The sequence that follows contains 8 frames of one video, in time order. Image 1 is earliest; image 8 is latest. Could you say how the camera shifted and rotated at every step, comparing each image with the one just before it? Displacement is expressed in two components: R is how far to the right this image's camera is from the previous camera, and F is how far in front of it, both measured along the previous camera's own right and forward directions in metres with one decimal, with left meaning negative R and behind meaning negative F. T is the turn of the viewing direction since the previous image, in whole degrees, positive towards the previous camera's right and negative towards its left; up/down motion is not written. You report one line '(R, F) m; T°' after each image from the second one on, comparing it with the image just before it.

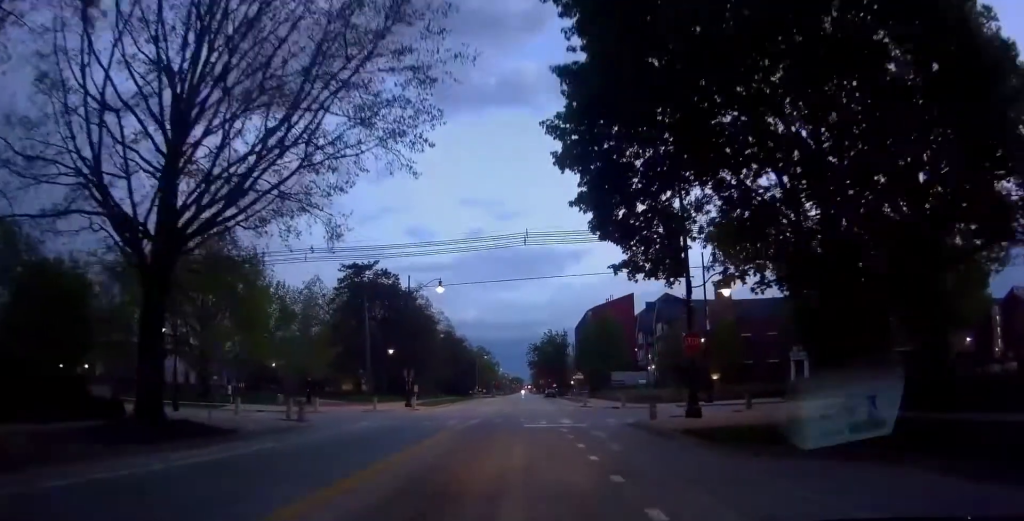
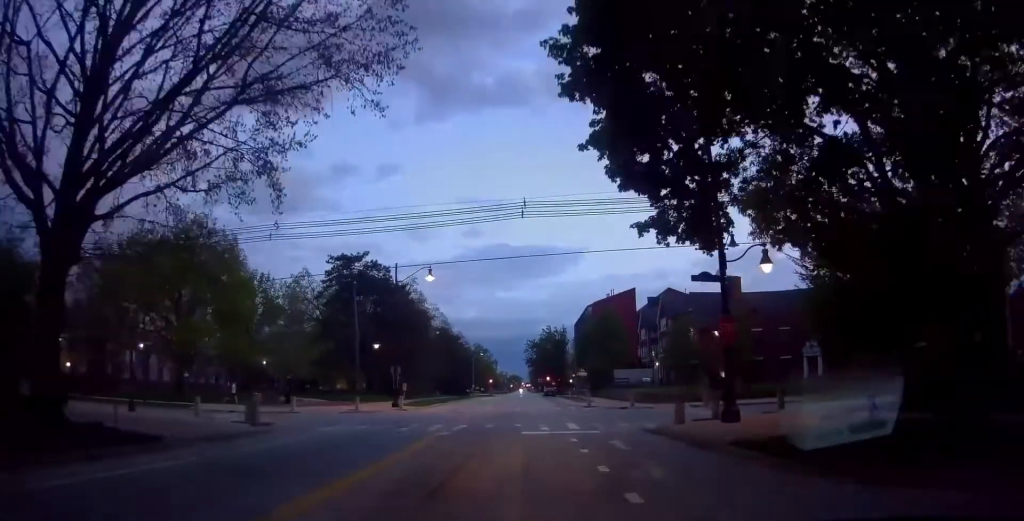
(+0.3, +4.2) m; +3°
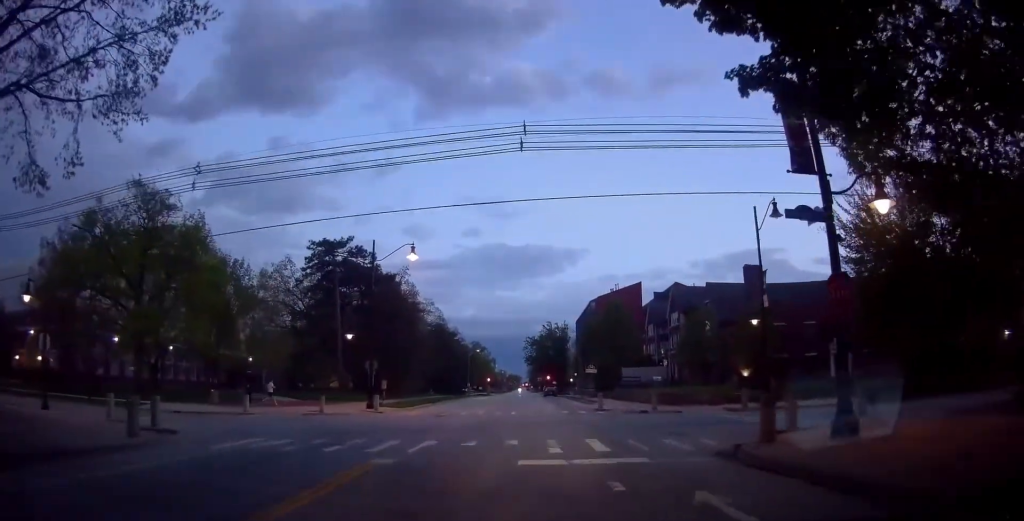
(+0.2, +8.6) m; +2°
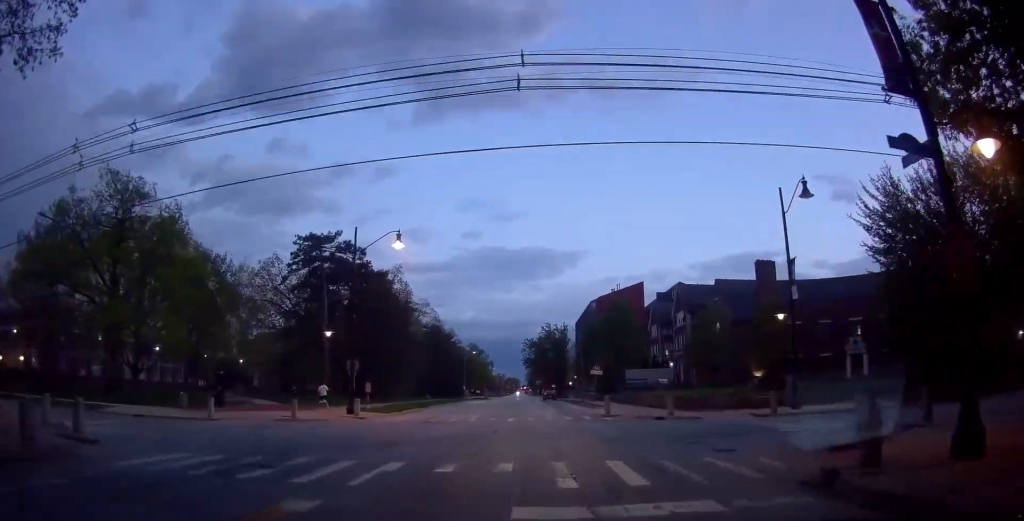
(0.0, +5.9) m; 0°
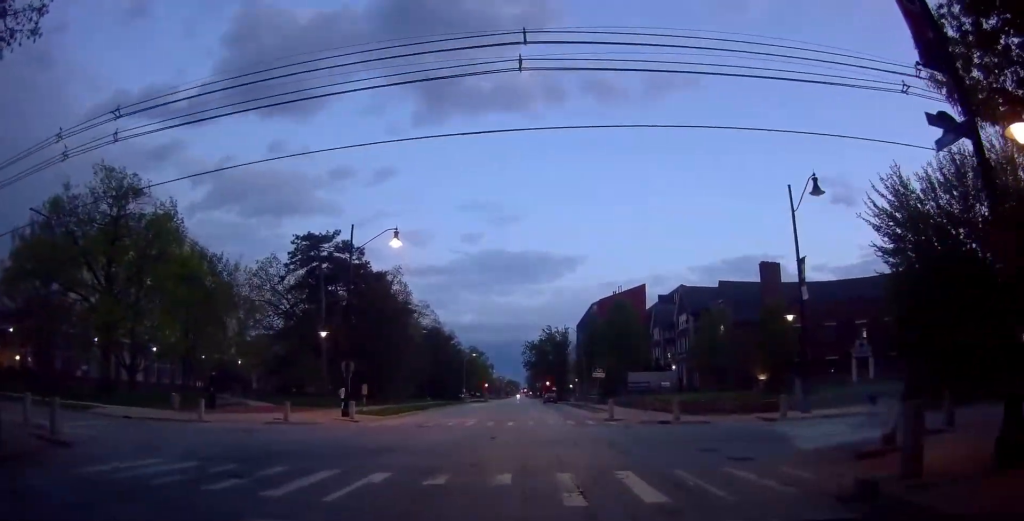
(0.0, +2.4) m; 0°
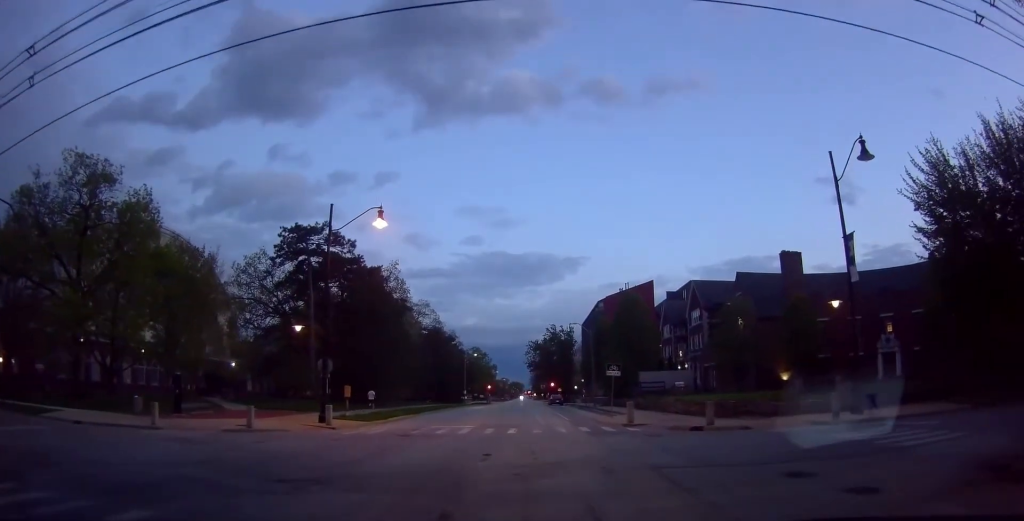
(0.0, +3.9) m; 0°
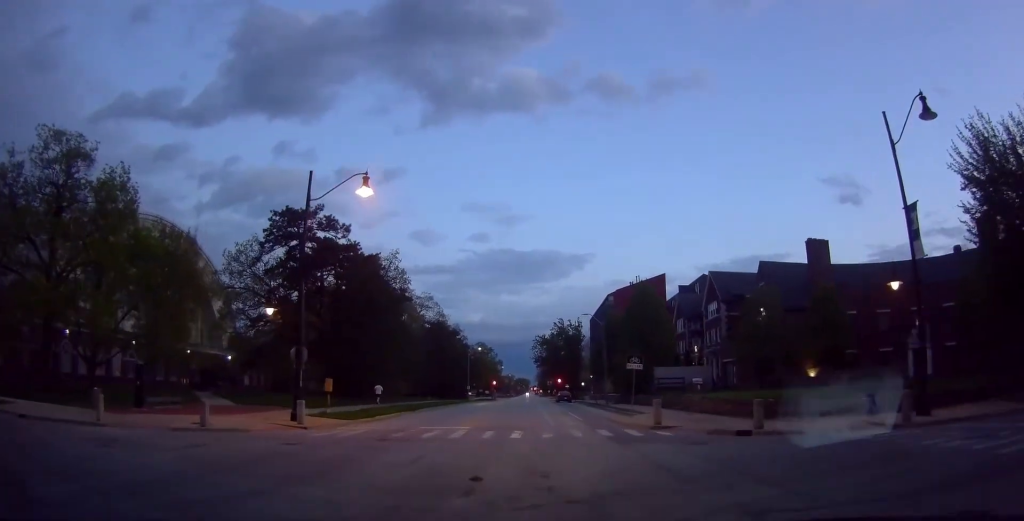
(0.0, +2.9) m; 0°
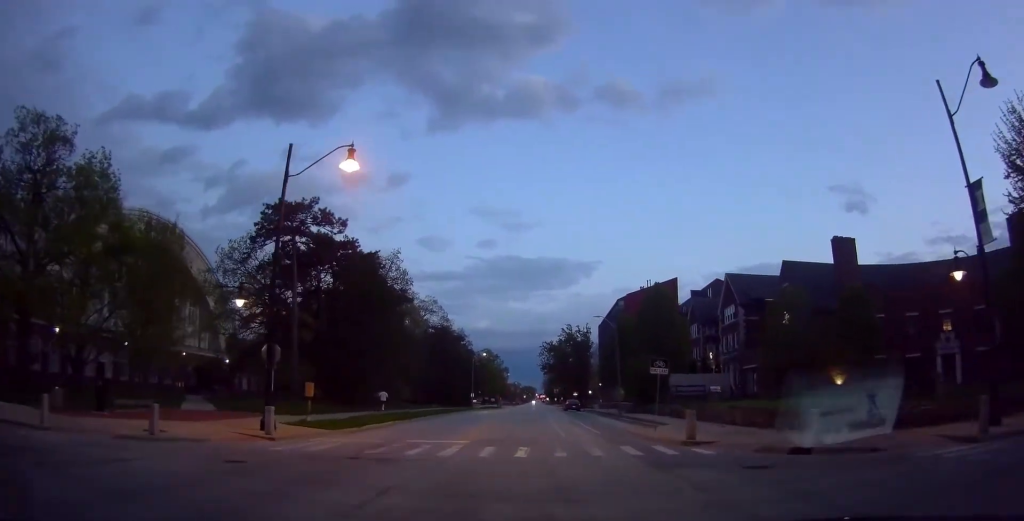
(0.0, +2.5) m; 0°
